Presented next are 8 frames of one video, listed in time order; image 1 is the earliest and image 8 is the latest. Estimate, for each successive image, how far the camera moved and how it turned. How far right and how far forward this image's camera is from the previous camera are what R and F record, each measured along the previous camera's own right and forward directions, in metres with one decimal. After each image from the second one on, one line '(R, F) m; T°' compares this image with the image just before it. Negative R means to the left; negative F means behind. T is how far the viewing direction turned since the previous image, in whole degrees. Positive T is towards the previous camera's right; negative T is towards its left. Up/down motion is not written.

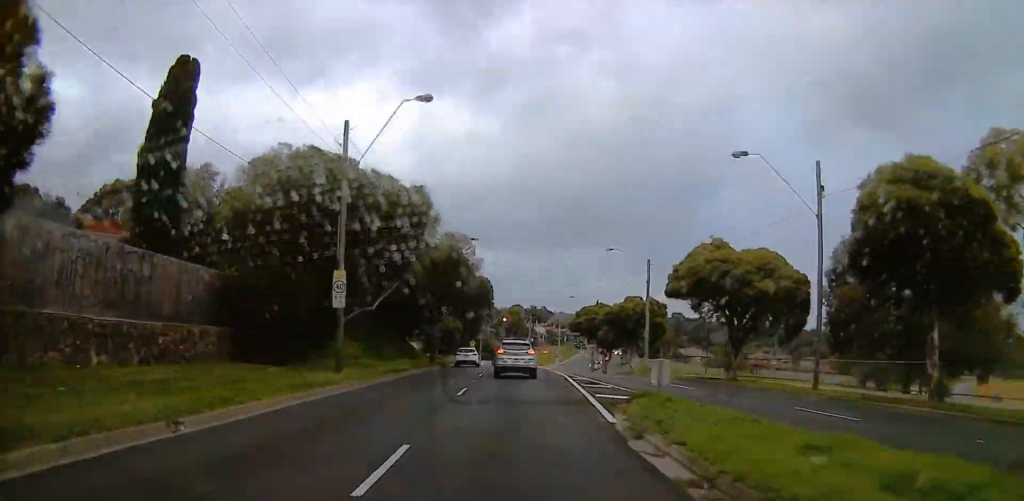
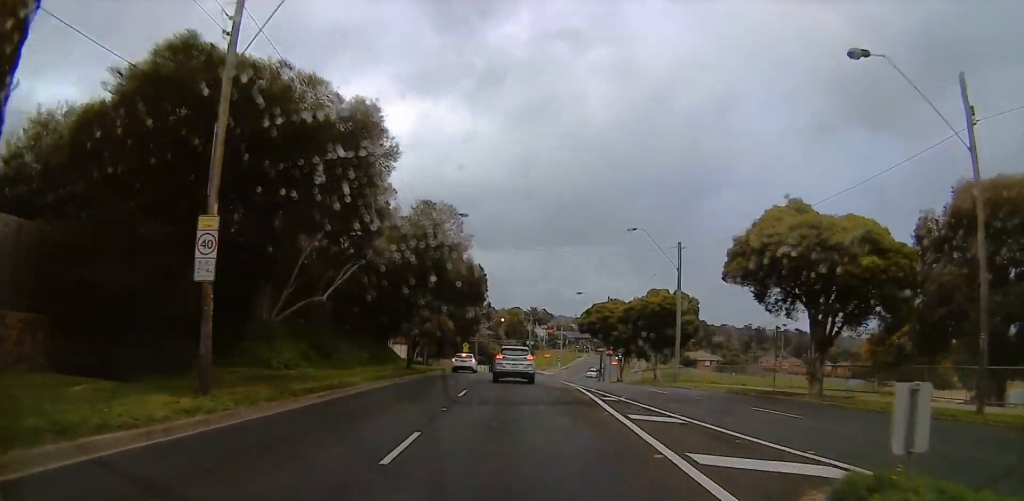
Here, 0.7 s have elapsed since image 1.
(+0.3, +10.0) m; 0°
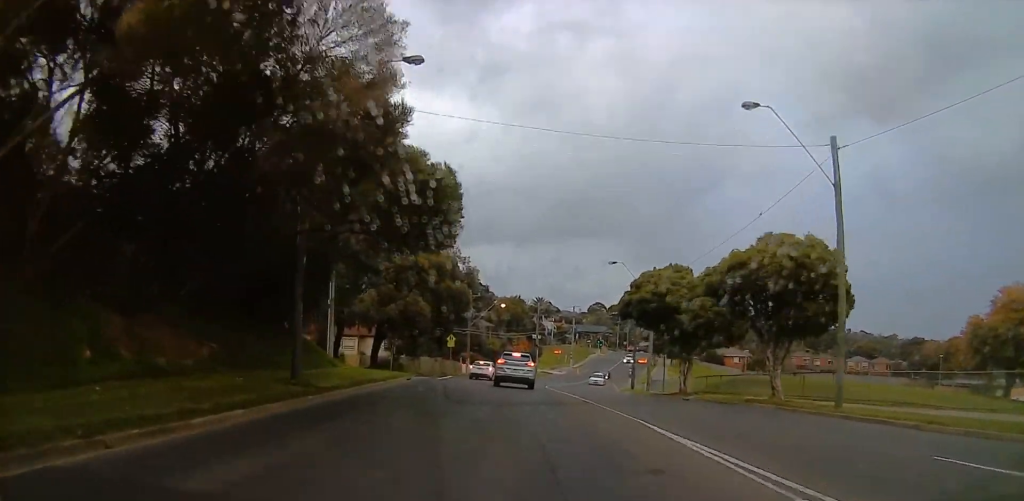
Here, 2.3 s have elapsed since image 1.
(-0.6, +21.2) m; -3°
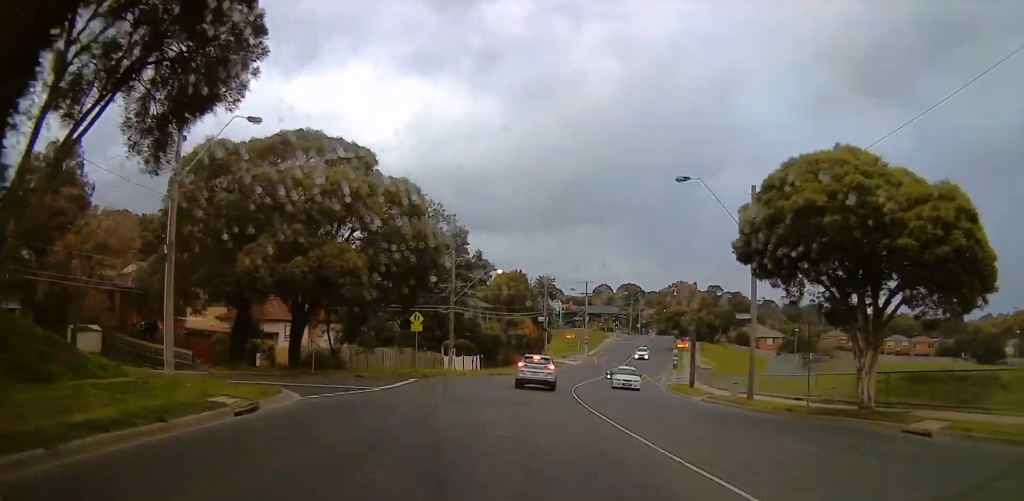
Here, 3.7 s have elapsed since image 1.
(-0.7, +20.6) m; -2°
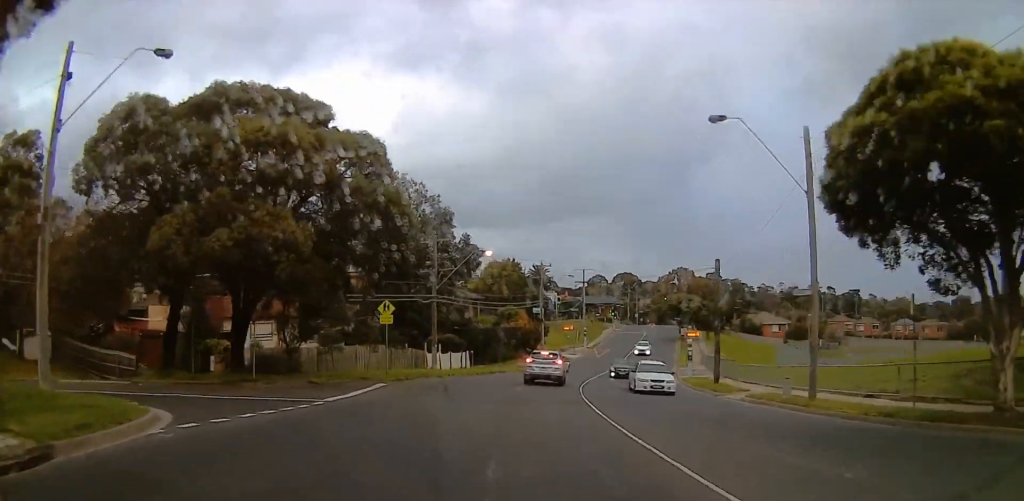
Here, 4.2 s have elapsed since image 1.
(-0.1, +6.6) m; +2°
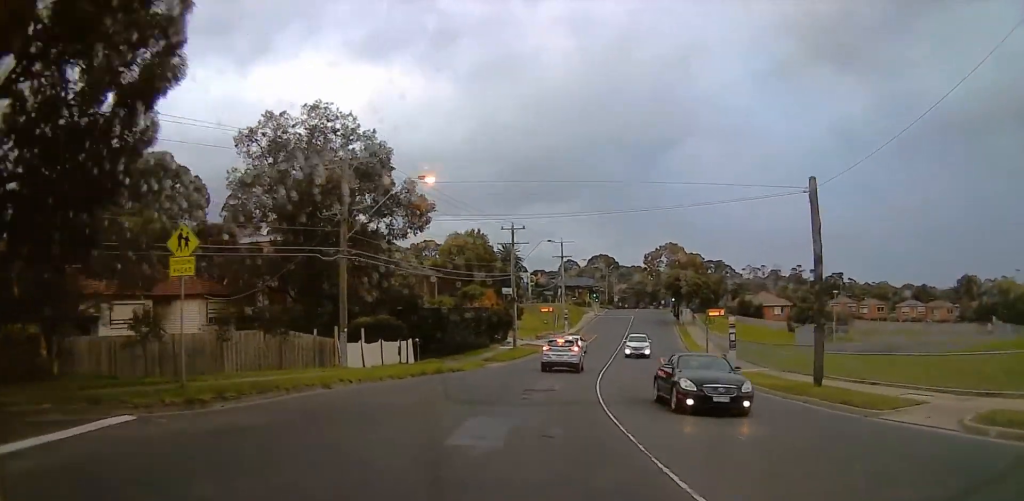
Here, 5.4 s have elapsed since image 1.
(+1.0, +16.5) m; +1°
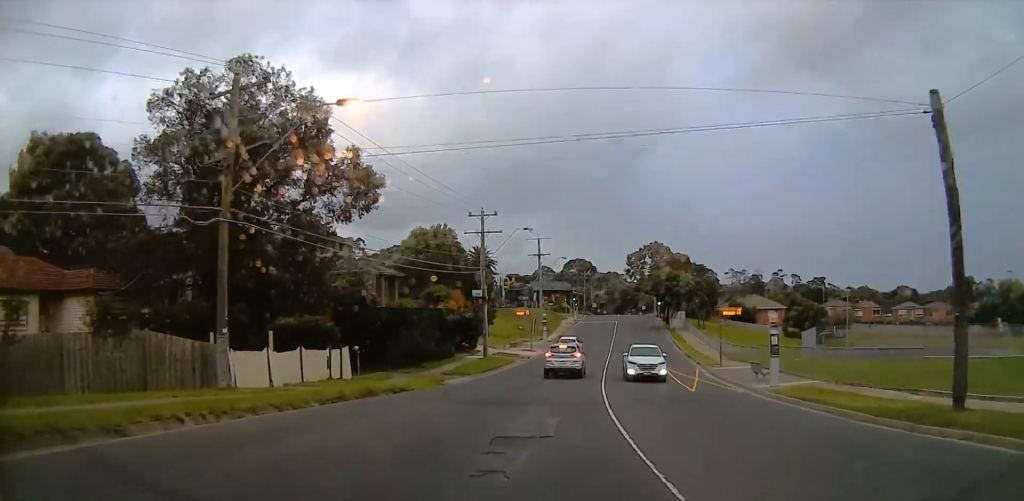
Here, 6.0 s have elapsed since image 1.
(-0.4, +9.1) m; +1°
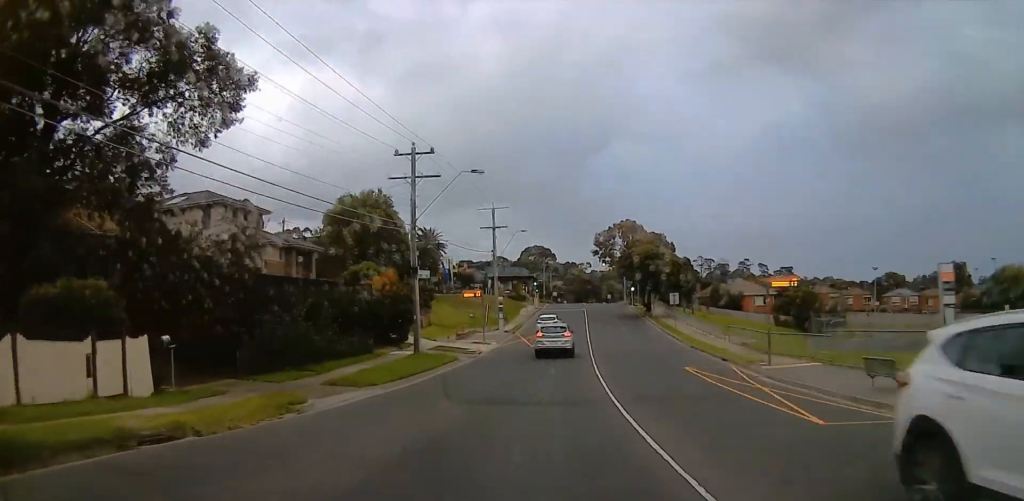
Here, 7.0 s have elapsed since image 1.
(+0.3, +13.9) m; +6°
